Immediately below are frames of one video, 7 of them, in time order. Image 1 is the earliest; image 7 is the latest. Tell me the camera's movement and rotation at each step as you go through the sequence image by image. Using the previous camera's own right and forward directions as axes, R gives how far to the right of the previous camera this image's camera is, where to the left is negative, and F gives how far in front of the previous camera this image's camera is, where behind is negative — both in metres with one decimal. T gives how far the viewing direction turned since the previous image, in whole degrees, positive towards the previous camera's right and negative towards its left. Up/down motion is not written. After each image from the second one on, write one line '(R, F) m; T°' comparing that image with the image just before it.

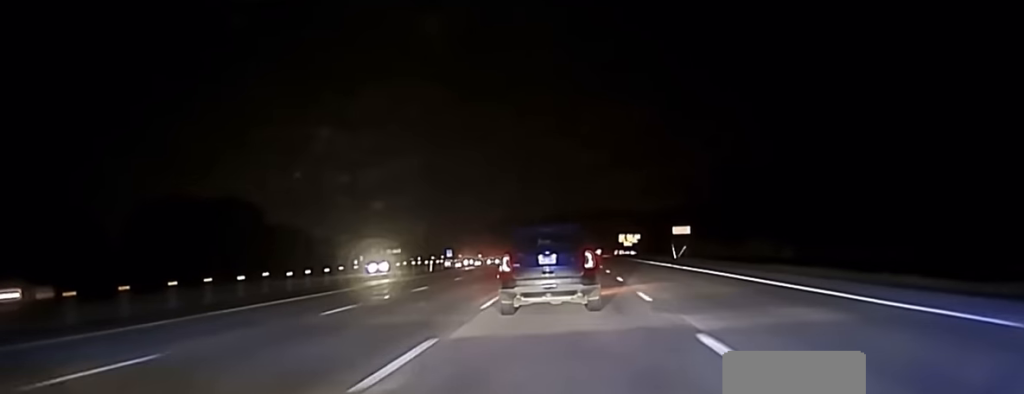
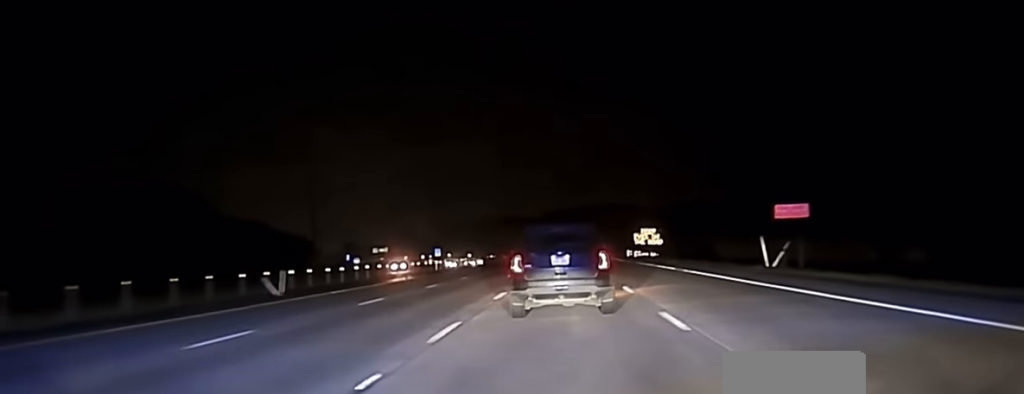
(+0.1, +48.8) m; 0°
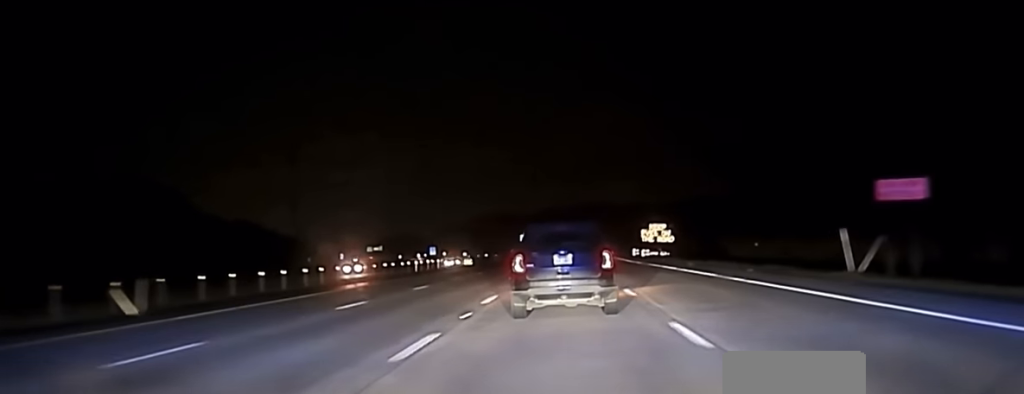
(0.0, +14.7) m; 0°
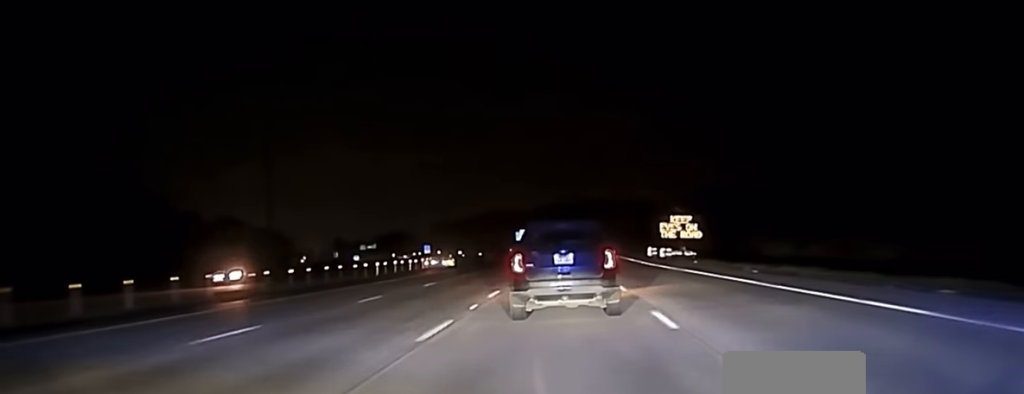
(0.0, +21.3) m; 0°
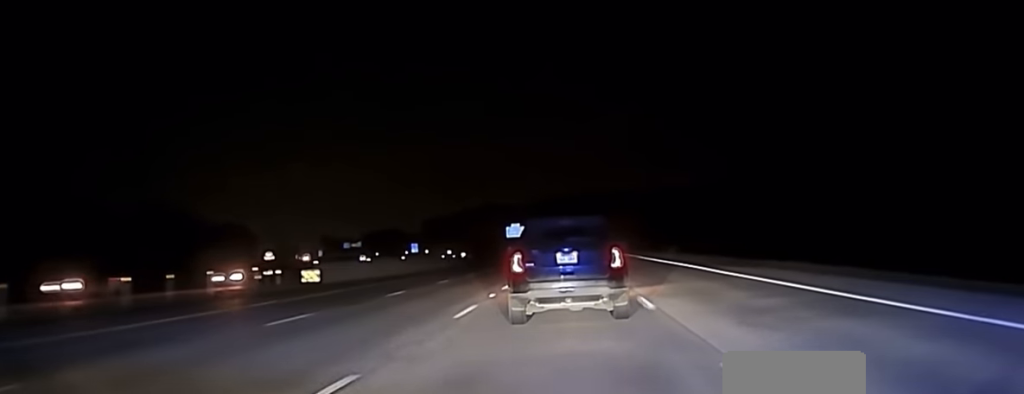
(-0.7, +63.3) m; 0°
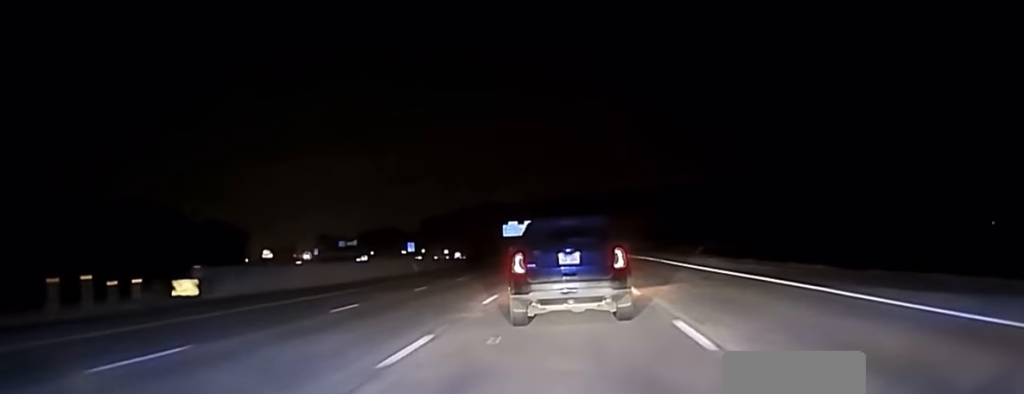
(+0.1, +18.6) m; 0°
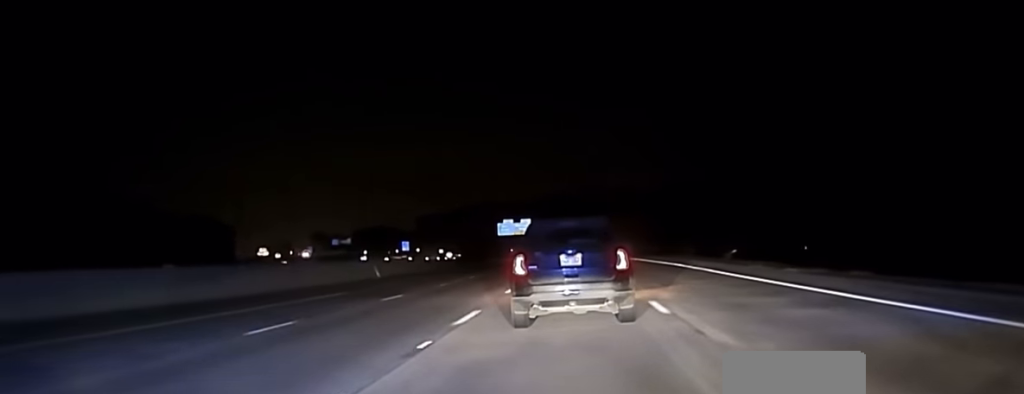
(+0.1, +18.6) m; 0°
